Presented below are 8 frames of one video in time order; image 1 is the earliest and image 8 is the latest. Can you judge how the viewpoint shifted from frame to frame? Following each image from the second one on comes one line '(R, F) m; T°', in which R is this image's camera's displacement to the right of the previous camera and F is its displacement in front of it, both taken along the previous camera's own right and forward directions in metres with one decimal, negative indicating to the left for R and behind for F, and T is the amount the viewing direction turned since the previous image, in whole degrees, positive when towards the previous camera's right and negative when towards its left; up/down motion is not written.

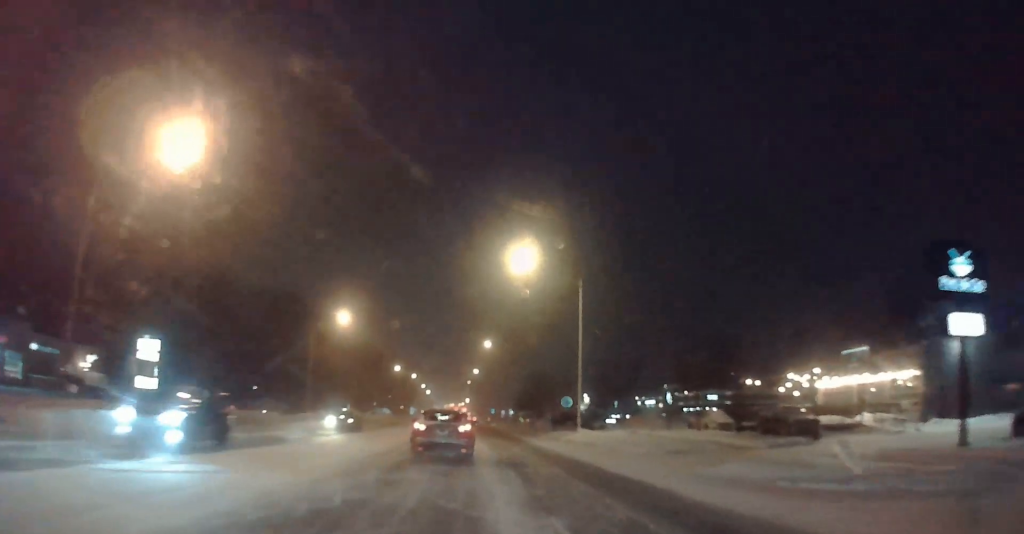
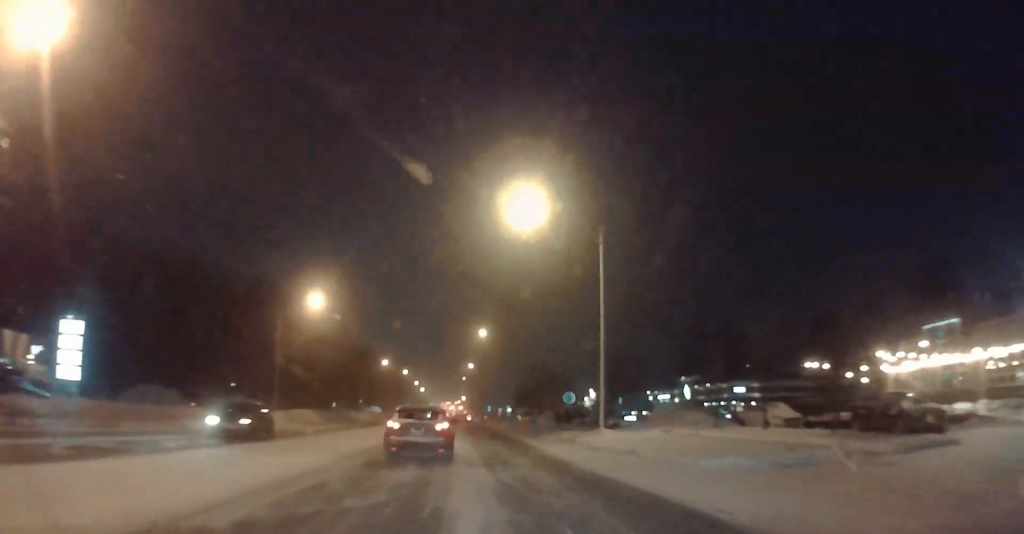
(-0.1, +9.9) m; 0°
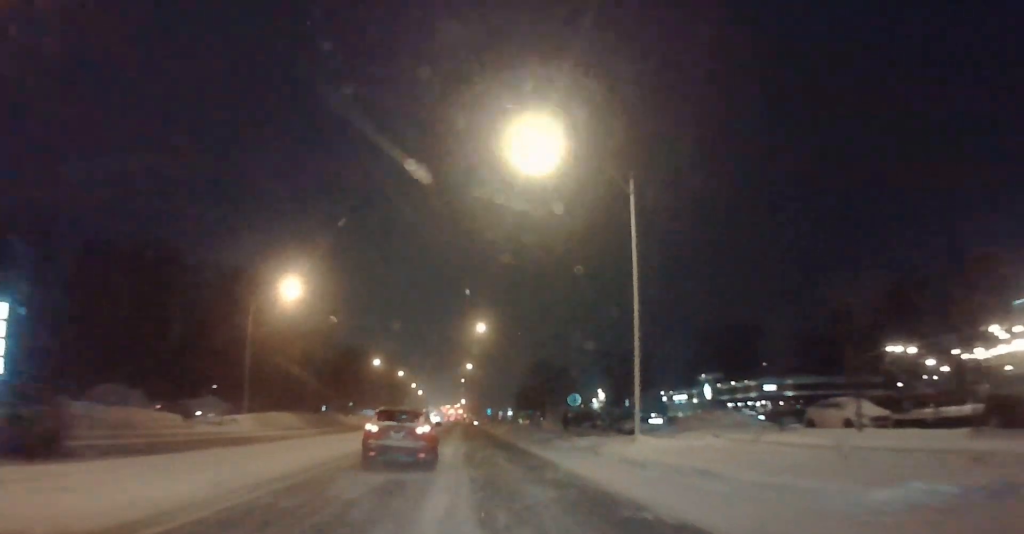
(+0.1, +8.2) m; 0°
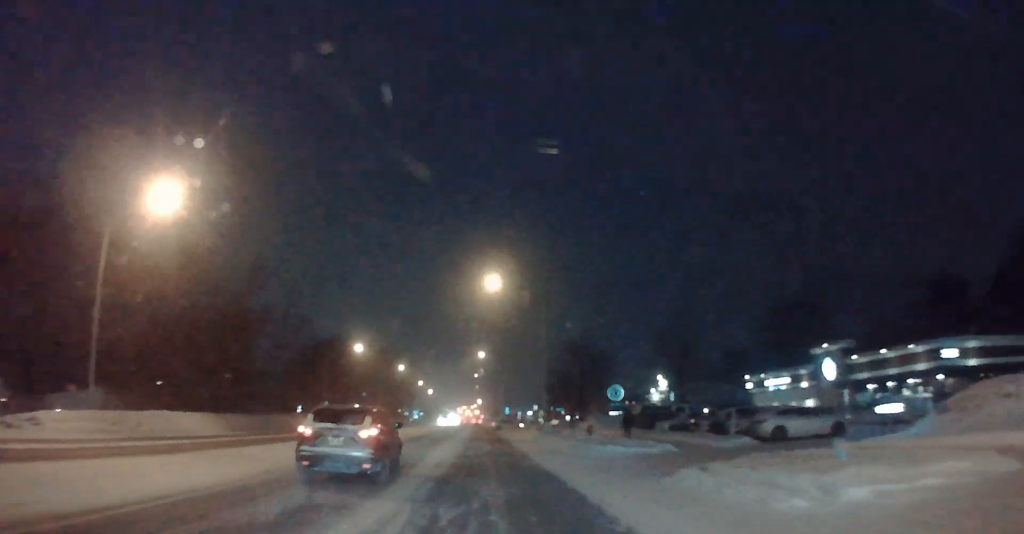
(-0.5, +25.9) m; -2°
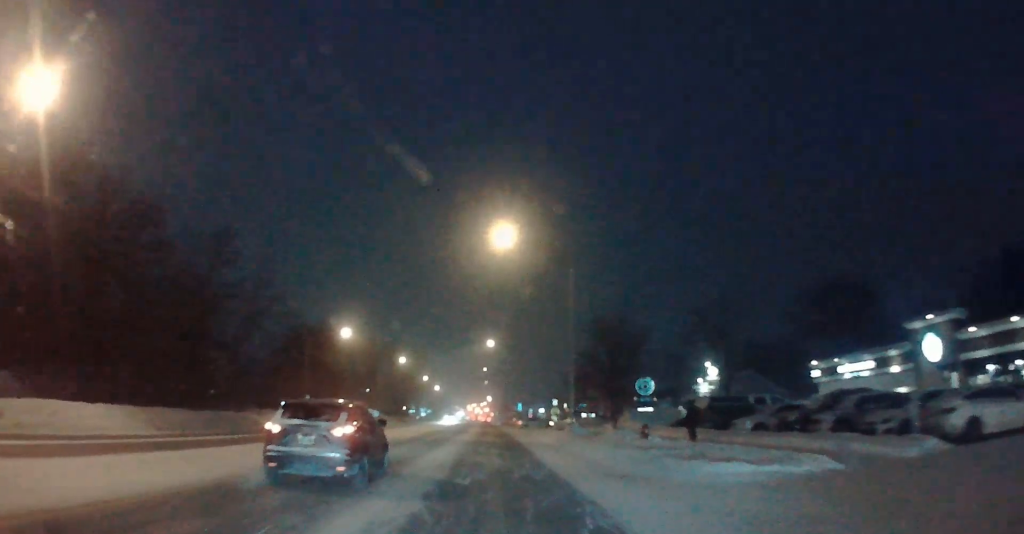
(0.0, +12.3) m; +1°
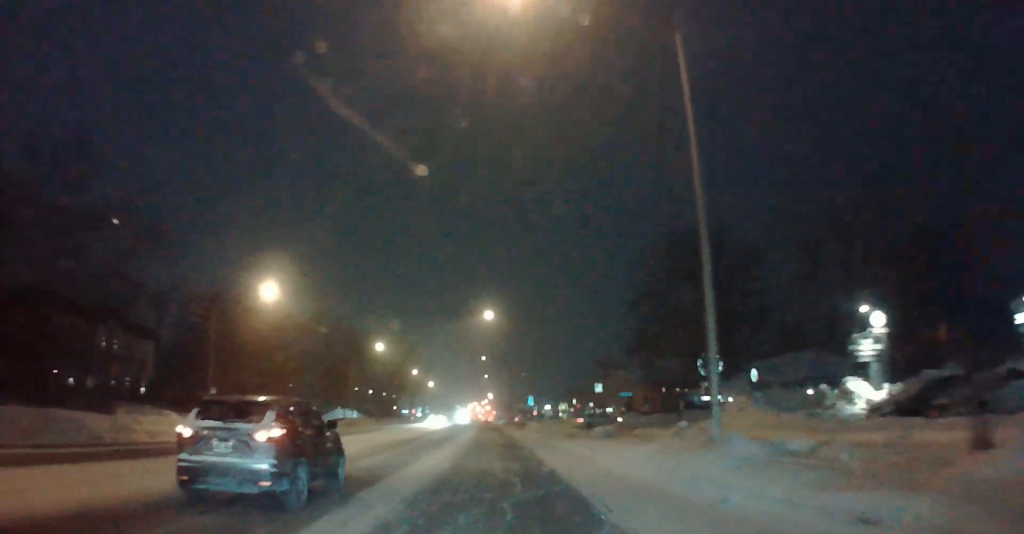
(+0.3, +24.5) m; 0°
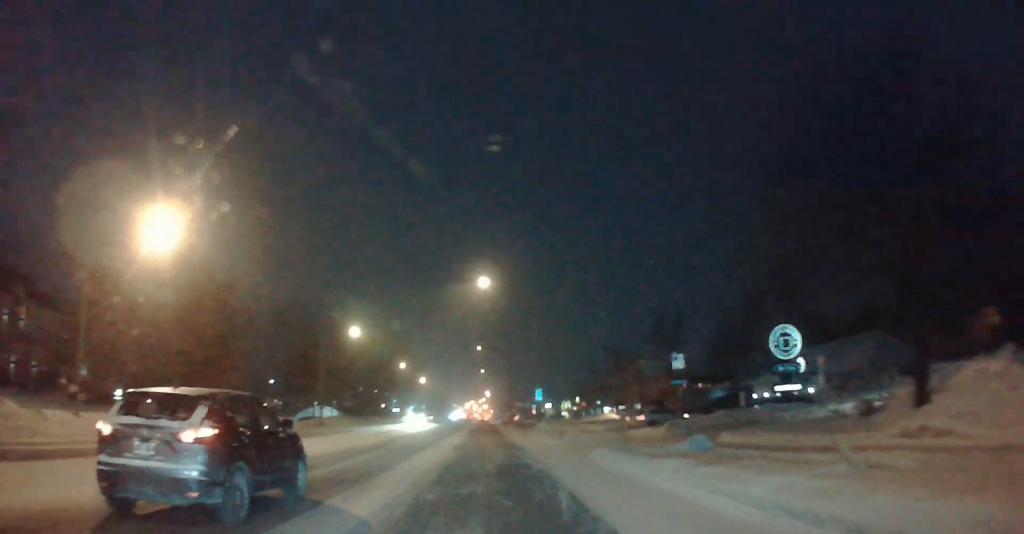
(-0.1, +15.7) m; 0°
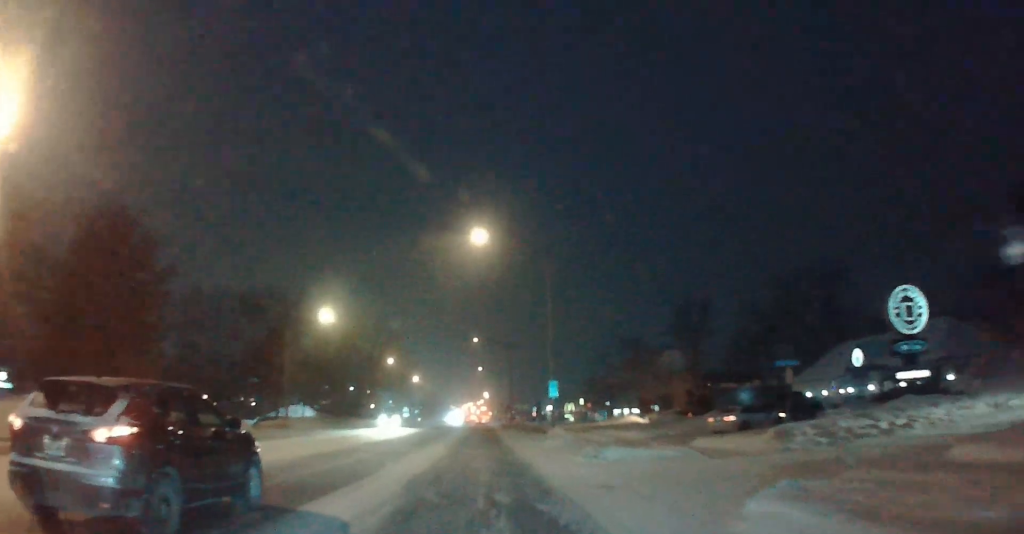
(0.0, +13.7) m; 0°
